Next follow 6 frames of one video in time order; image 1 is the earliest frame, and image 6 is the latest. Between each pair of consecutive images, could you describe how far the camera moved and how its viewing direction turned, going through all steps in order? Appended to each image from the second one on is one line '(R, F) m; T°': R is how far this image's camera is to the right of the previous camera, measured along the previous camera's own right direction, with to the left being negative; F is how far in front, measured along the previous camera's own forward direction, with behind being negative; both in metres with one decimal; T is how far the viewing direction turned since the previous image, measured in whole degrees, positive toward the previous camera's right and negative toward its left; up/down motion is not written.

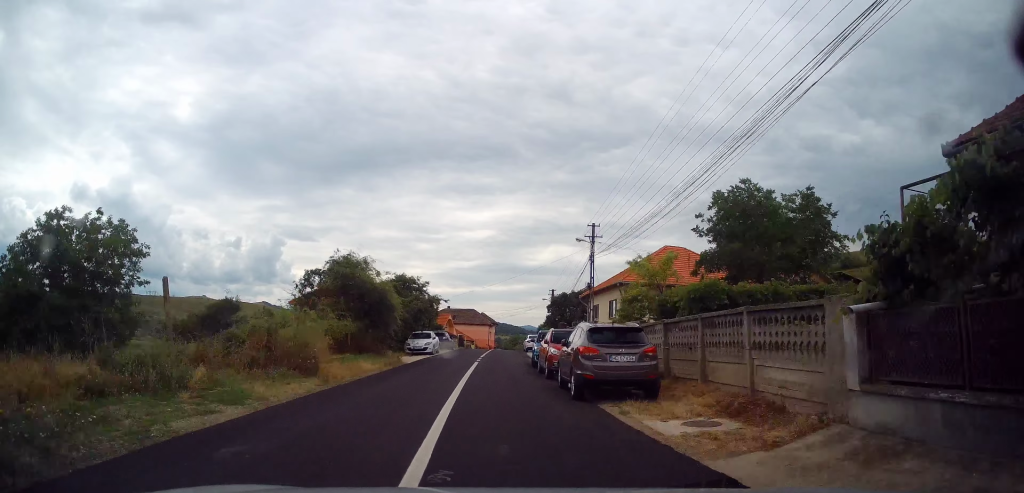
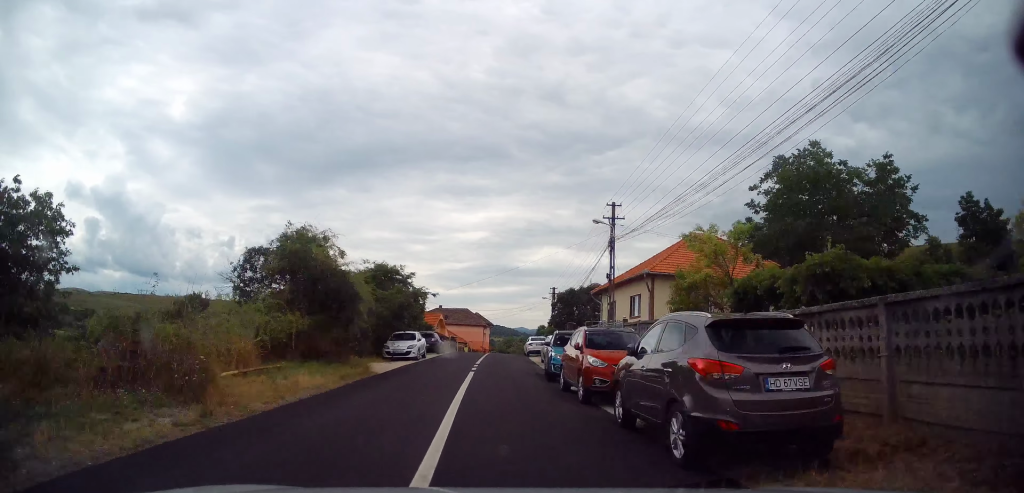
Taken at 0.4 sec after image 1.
(0.0, +6.0) m; +1°
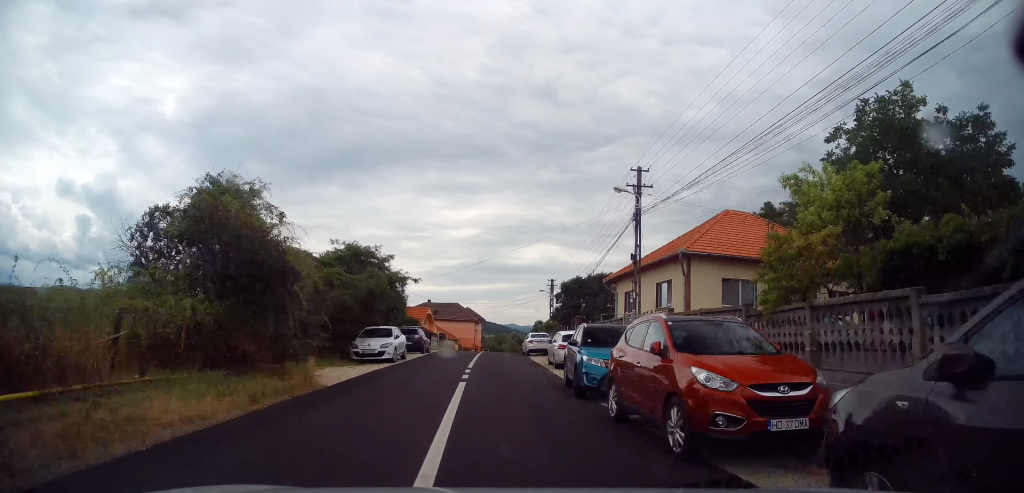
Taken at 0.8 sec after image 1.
(0.0, +5.6) m; +1°
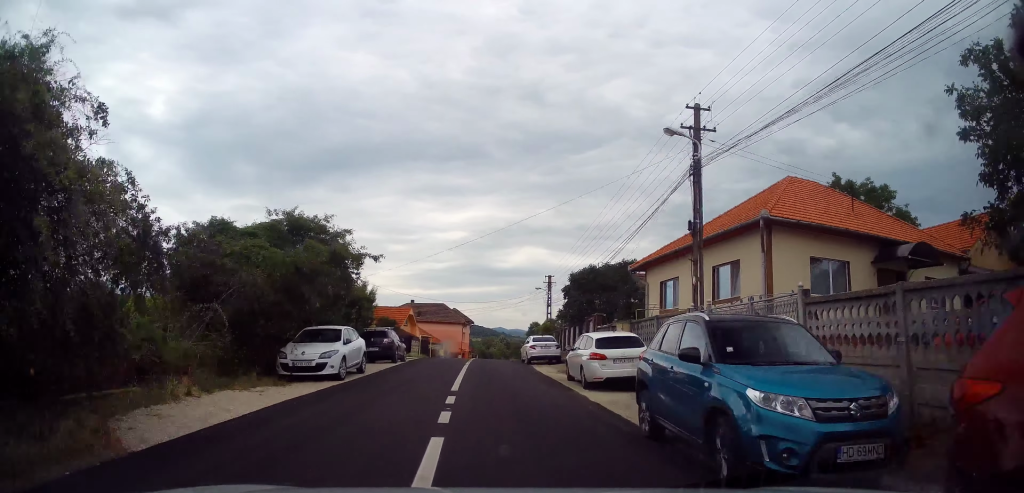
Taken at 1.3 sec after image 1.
(+0.3, +7.1) m; 0°
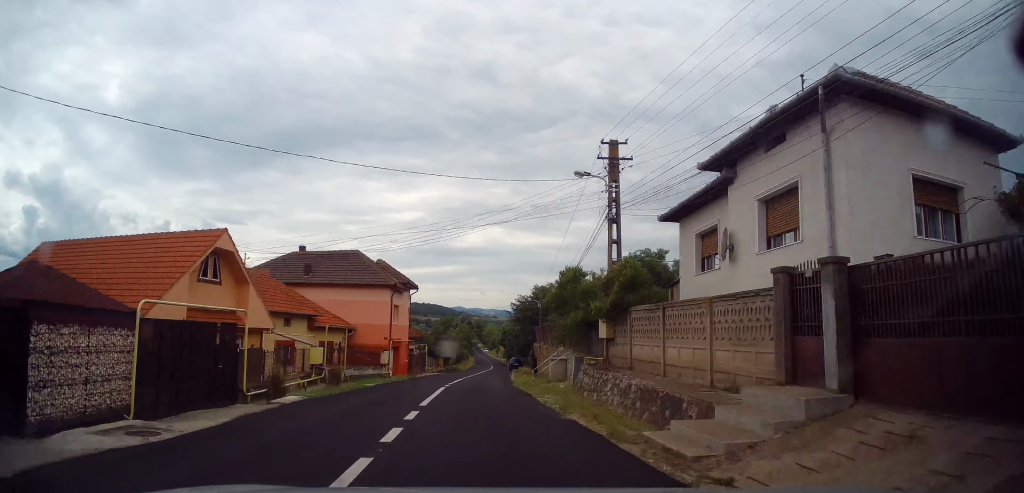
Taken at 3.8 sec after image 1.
(+1.2, +34.8) m; +4°
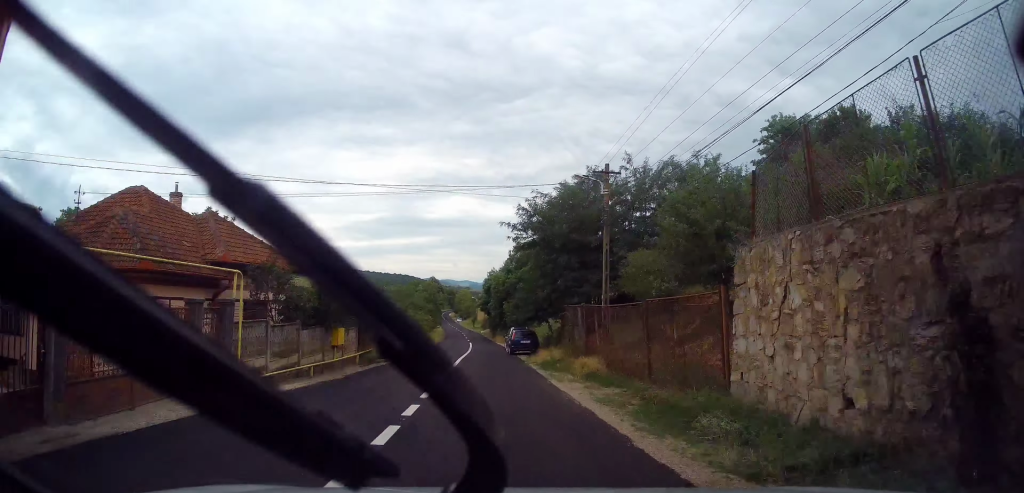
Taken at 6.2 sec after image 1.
(+1.3, +29.3) m; +4°
